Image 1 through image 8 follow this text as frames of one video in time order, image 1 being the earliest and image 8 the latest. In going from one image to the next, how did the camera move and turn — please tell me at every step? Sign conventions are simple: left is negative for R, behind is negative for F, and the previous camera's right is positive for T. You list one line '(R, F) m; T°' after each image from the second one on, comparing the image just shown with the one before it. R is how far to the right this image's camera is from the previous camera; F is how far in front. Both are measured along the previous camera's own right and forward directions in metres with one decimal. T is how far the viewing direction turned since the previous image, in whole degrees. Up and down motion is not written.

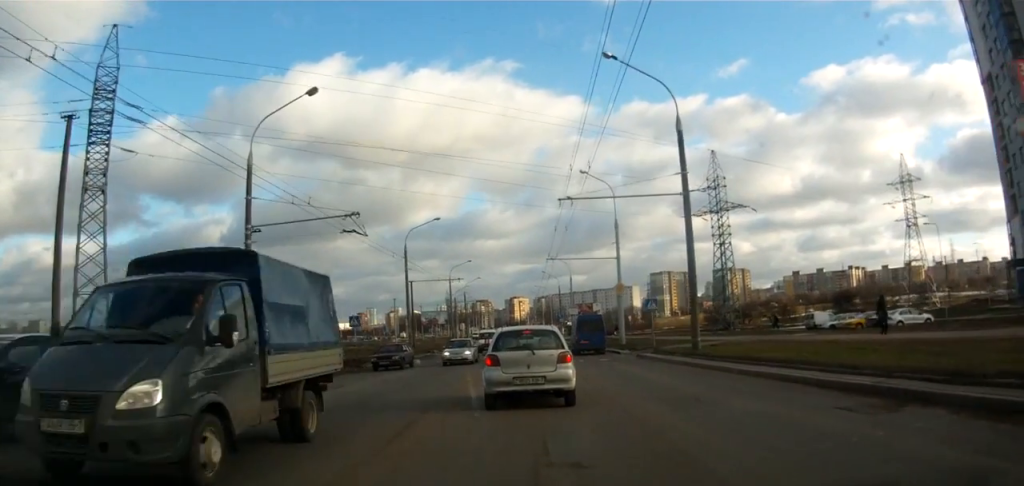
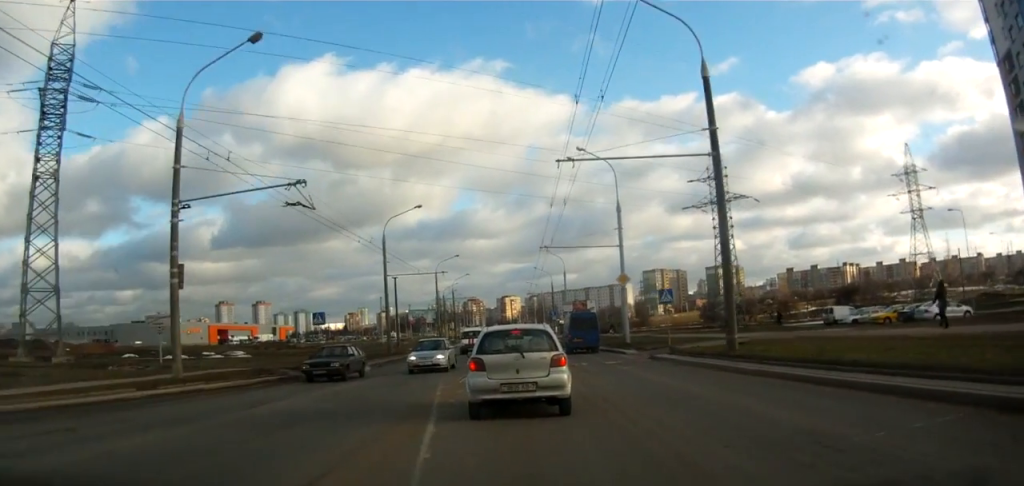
(0.0, +5.8) m; 0°
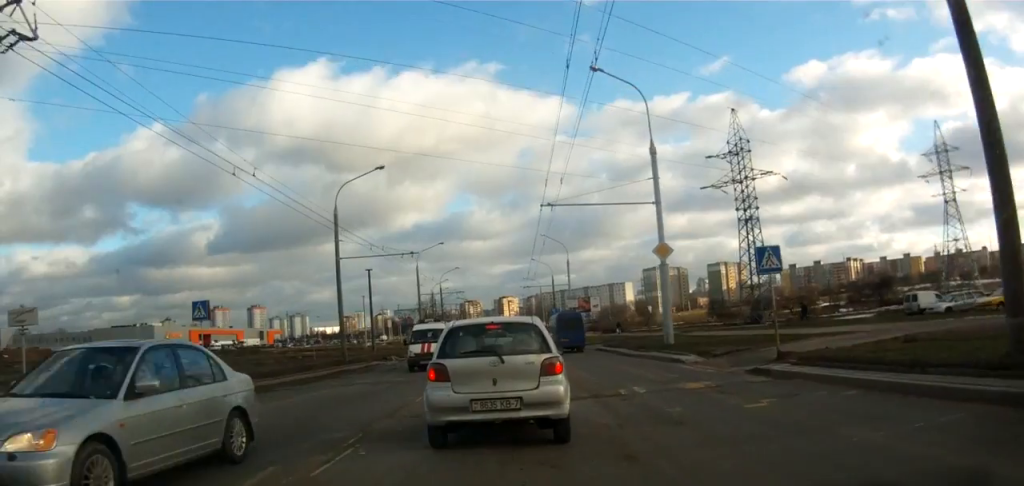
(+0.2, +15.3) m; +2°
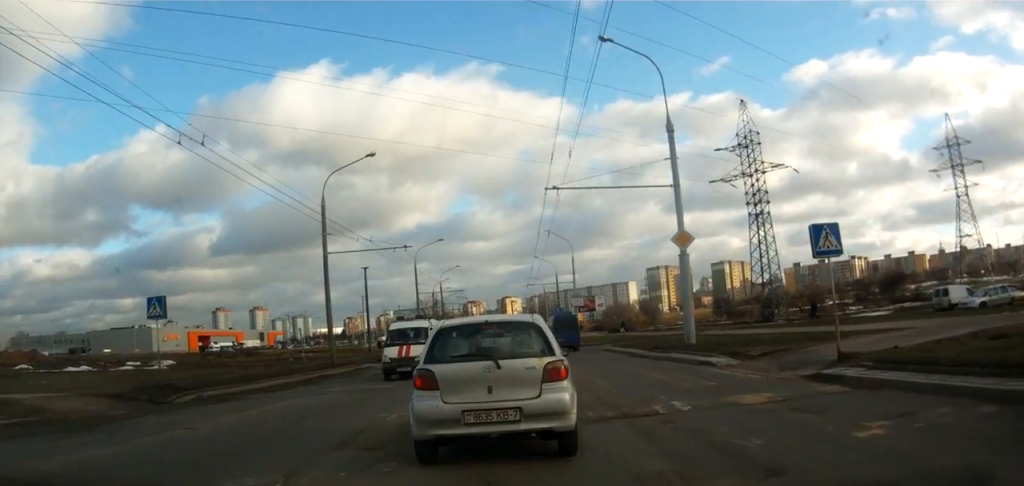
(0.0, +3.4) m; 0°
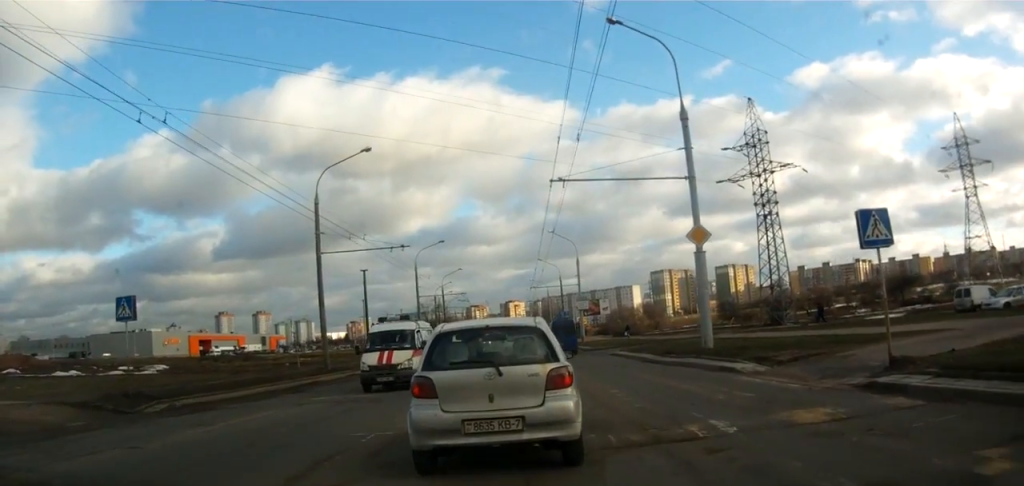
(0.0, +2.3) m; 0°
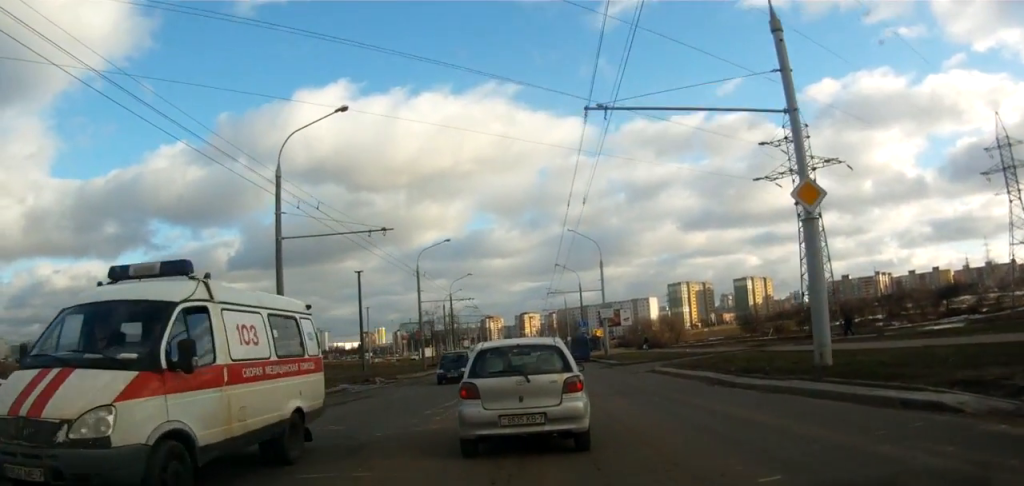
(-0.3, +9.7) m; -4°
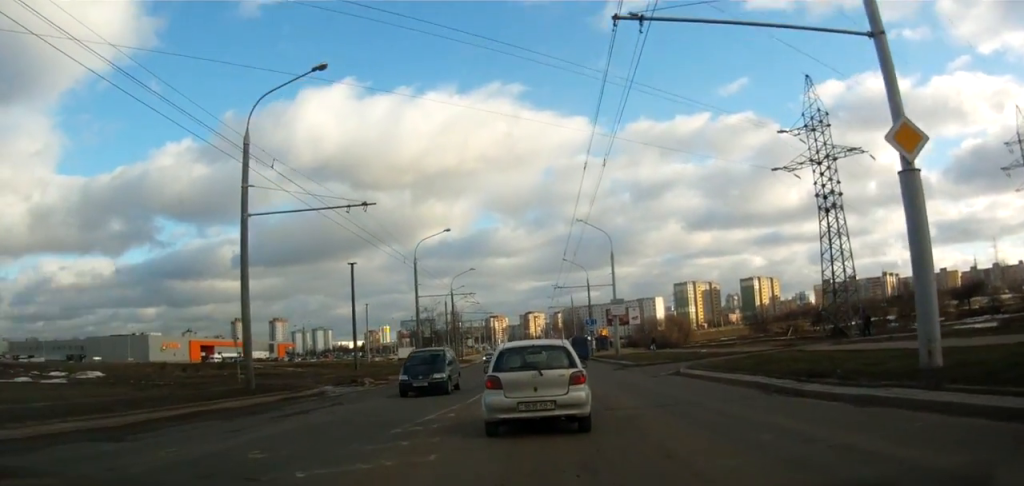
(-0.1, +4.3) m; +2°
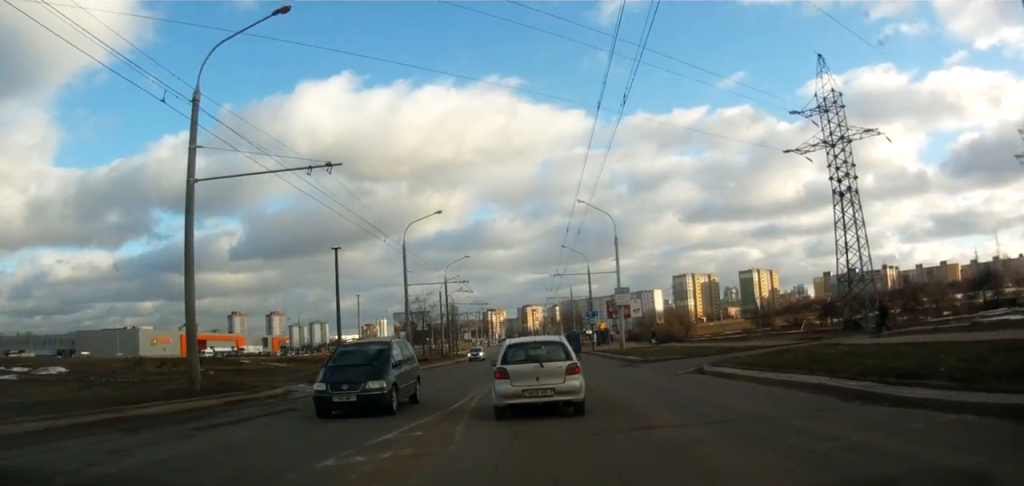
(+0.2, +4.0) m; +1°
